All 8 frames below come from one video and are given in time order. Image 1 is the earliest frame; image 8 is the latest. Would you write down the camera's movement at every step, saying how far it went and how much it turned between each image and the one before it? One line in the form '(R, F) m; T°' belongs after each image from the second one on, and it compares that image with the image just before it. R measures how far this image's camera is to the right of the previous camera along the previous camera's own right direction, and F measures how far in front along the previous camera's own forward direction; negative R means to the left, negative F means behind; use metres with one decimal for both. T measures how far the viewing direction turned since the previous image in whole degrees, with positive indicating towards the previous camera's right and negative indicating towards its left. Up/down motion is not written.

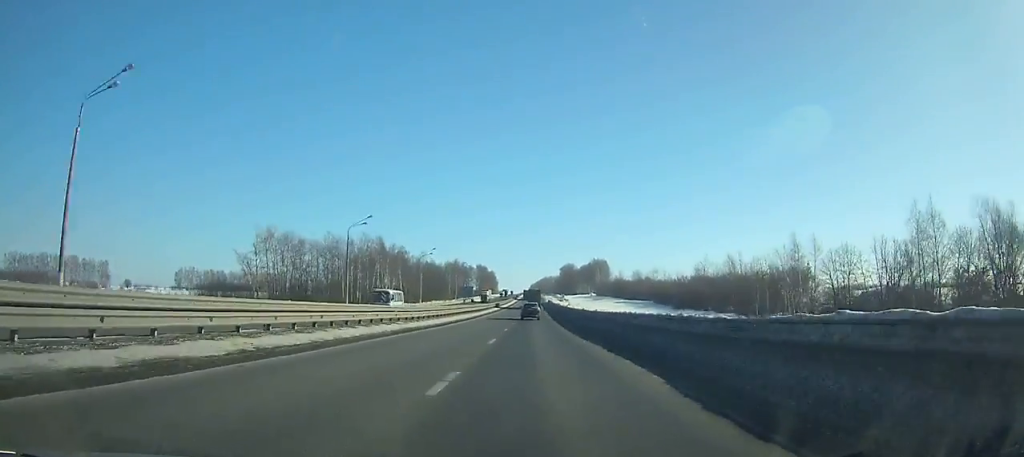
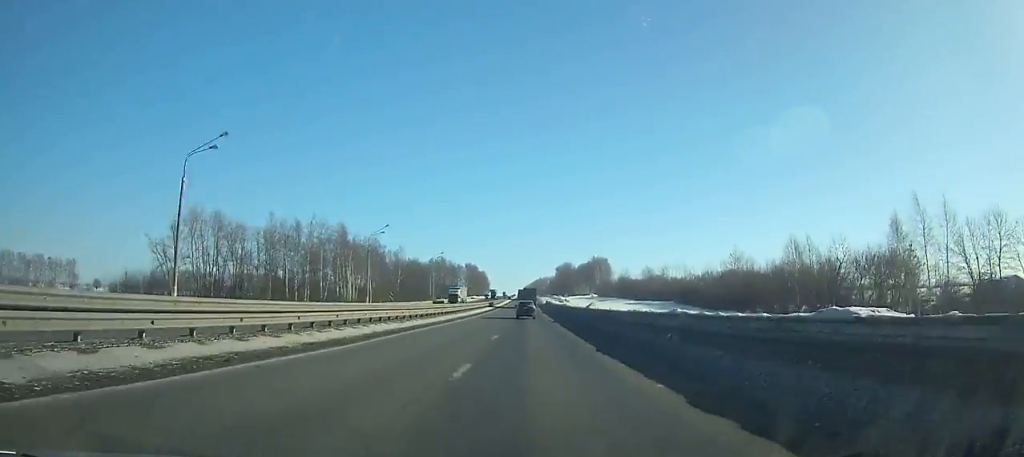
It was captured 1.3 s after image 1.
(+0.2, +35.3) m; 0°
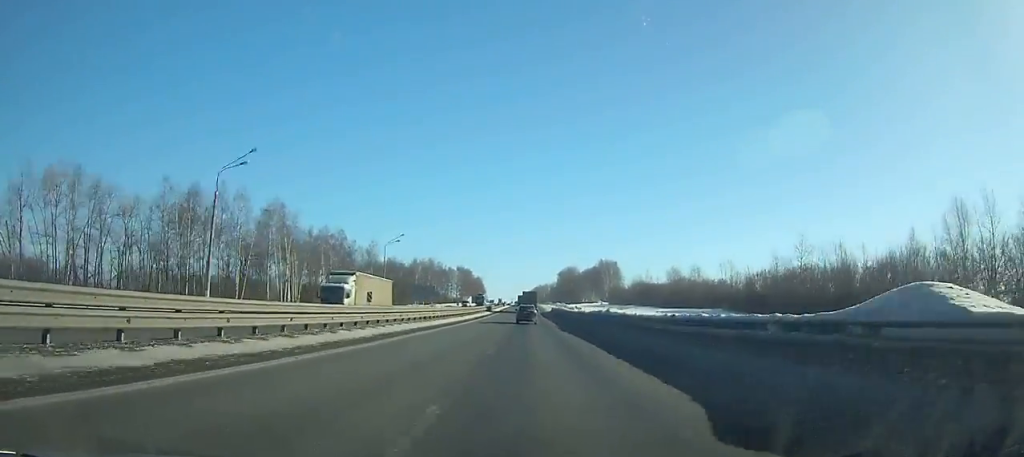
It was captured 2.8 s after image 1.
(+0.5, +40.9) m; 0°
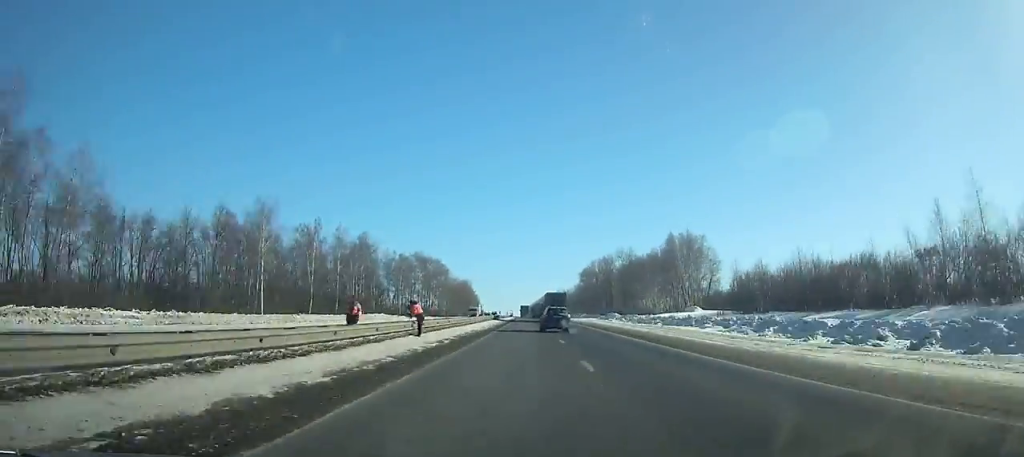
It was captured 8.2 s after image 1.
(-0.7, +148.2) m; 0°
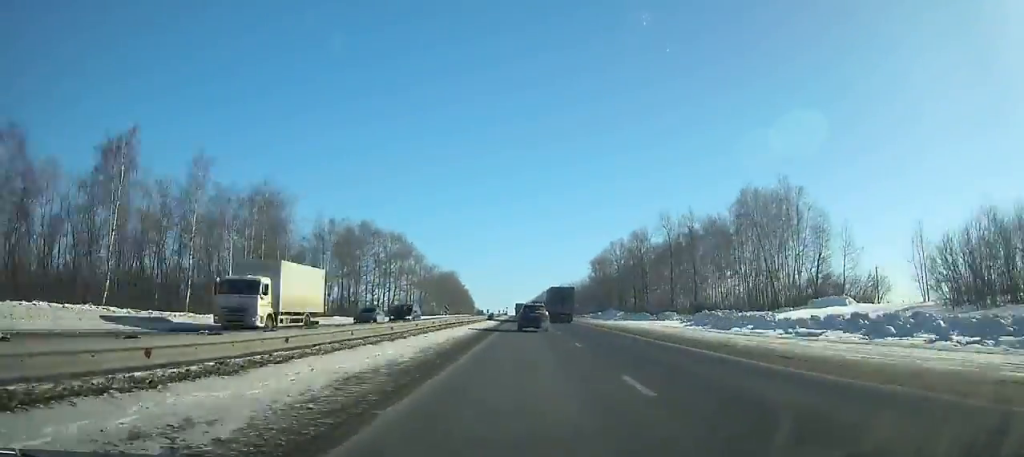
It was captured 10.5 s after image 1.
(0.0, +63.1) m; 0°
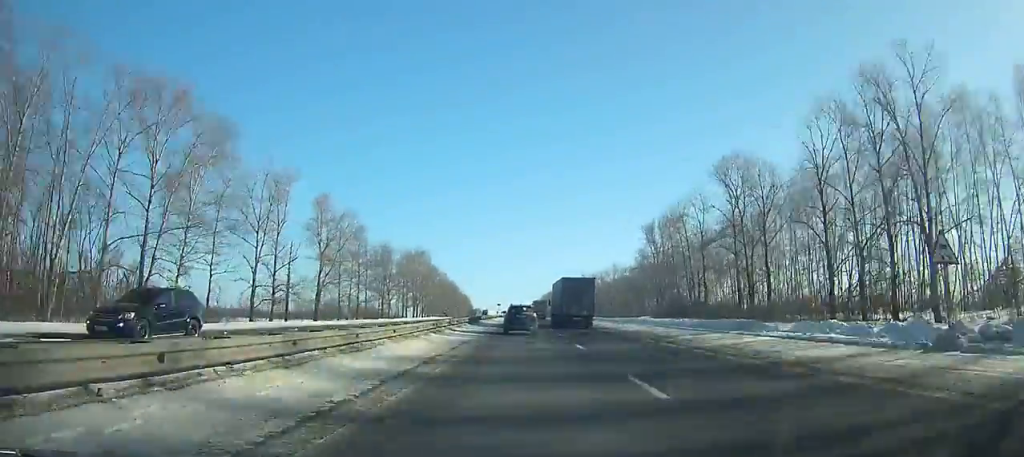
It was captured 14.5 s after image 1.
(+0.2, +109.5) m; 0°
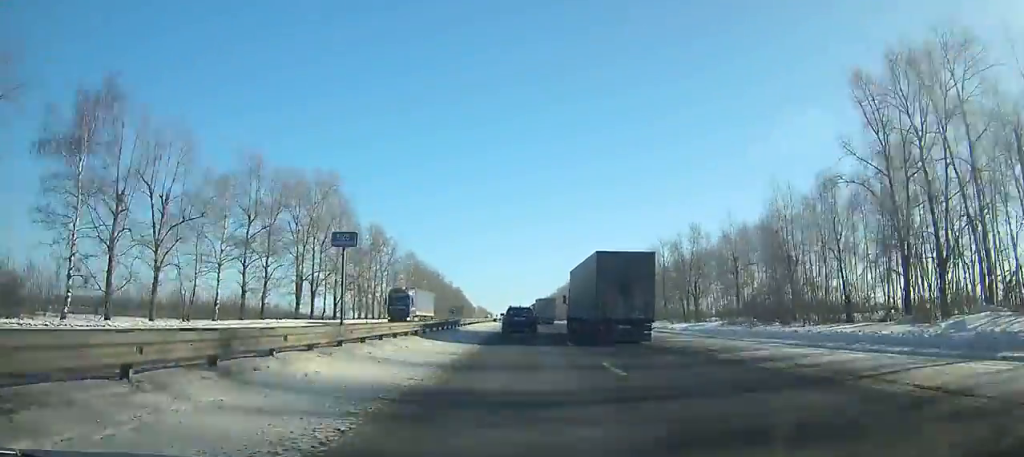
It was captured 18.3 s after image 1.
(-0.6, +103.2) m; -1°
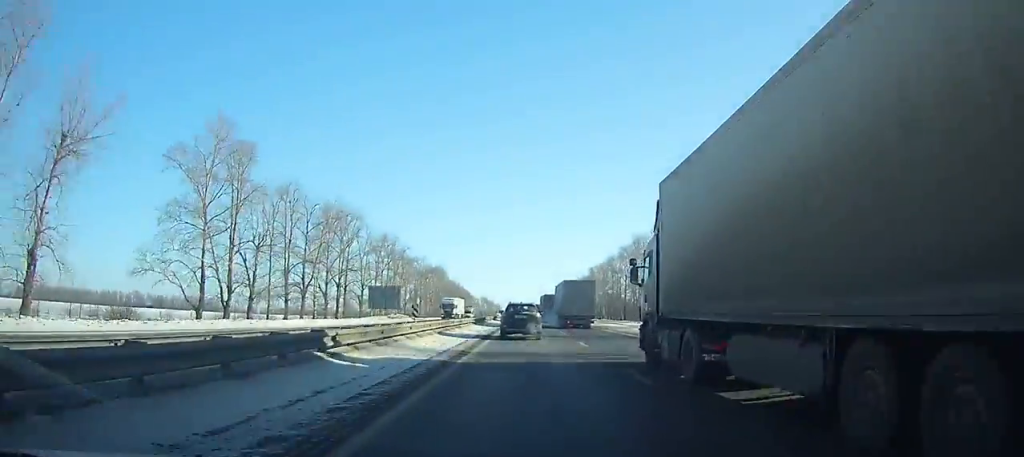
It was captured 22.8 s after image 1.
(-1.7, +120.6) m; -1°
